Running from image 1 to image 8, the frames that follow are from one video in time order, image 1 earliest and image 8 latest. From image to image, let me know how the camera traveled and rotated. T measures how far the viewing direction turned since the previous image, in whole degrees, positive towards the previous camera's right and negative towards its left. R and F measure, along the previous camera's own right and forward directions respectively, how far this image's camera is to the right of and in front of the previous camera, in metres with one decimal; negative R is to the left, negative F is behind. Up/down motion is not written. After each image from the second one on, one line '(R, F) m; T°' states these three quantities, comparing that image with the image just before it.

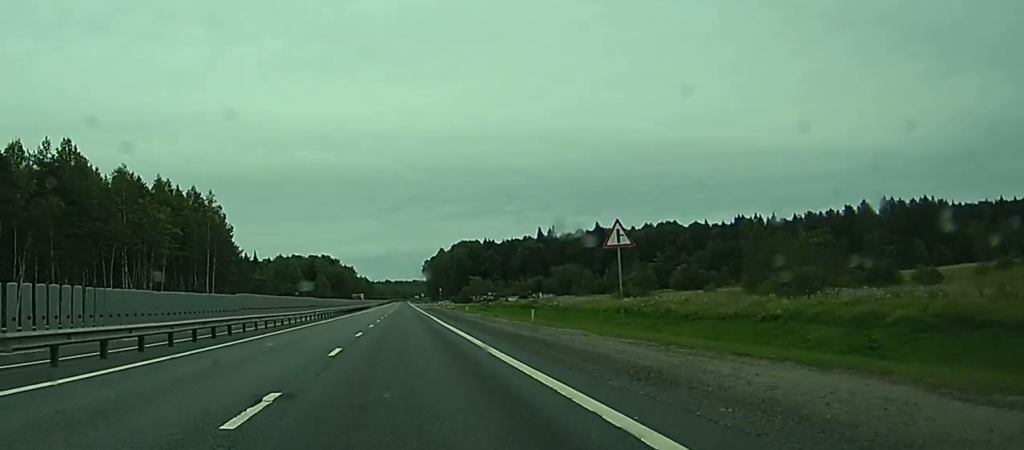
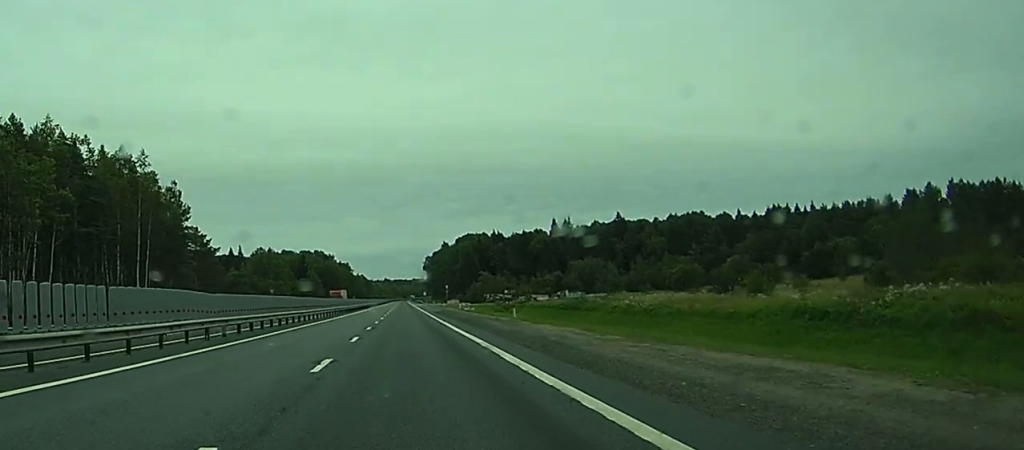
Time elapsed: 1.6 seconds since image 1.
(-0.1, +40.2) m; 0°
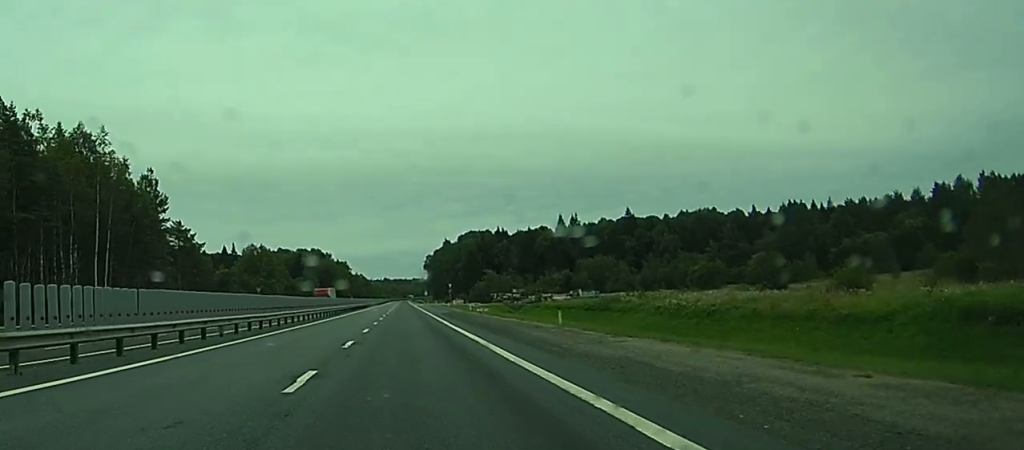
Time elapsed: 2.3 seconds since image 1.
(0.0, +15.6) m; 0°
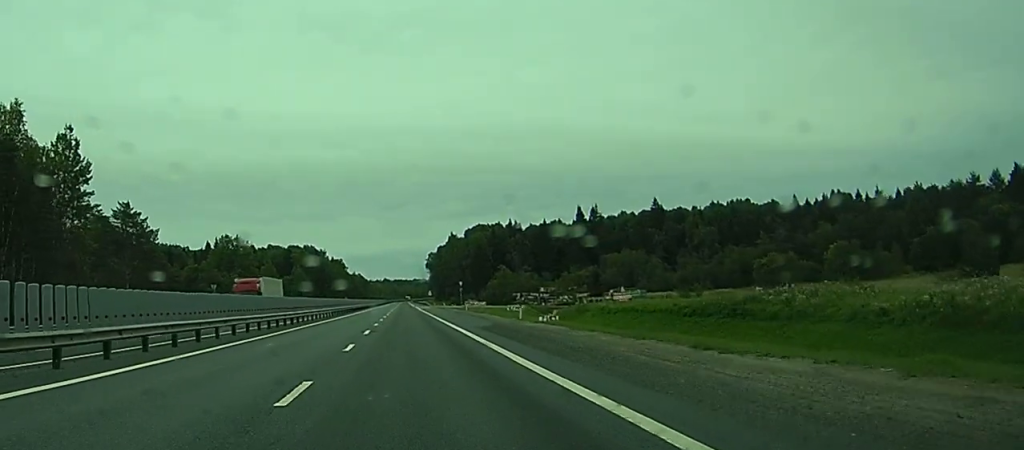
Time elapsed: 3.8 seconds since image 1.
(+0.1, +36.9) m; 0°
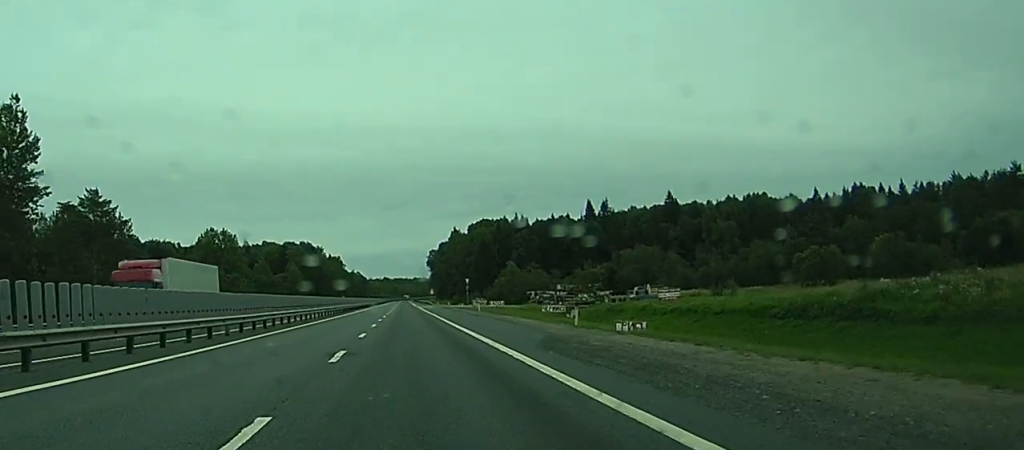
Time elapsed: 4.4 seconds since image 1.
(0.0, +16.4) m; 0°
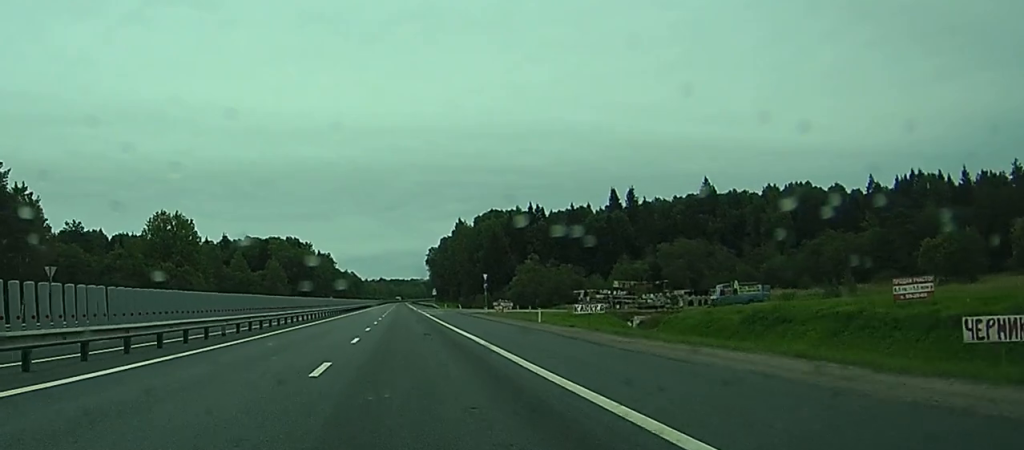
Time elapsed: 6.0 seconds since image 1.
(-0.1, +38.3) m; 0°
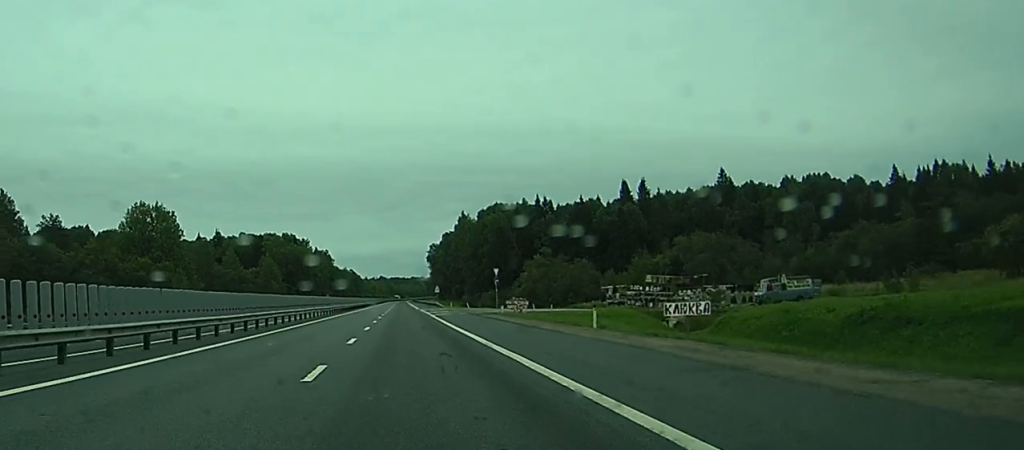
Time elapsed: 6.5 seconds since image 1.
(0.0, +13.0) m; 0°
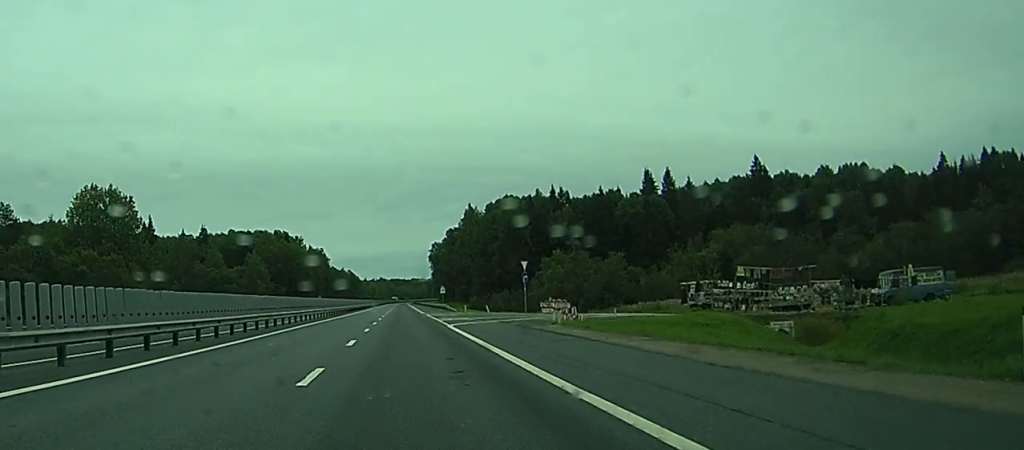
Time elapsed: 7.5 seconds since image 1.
(0.0, +23.4) m; 0°
